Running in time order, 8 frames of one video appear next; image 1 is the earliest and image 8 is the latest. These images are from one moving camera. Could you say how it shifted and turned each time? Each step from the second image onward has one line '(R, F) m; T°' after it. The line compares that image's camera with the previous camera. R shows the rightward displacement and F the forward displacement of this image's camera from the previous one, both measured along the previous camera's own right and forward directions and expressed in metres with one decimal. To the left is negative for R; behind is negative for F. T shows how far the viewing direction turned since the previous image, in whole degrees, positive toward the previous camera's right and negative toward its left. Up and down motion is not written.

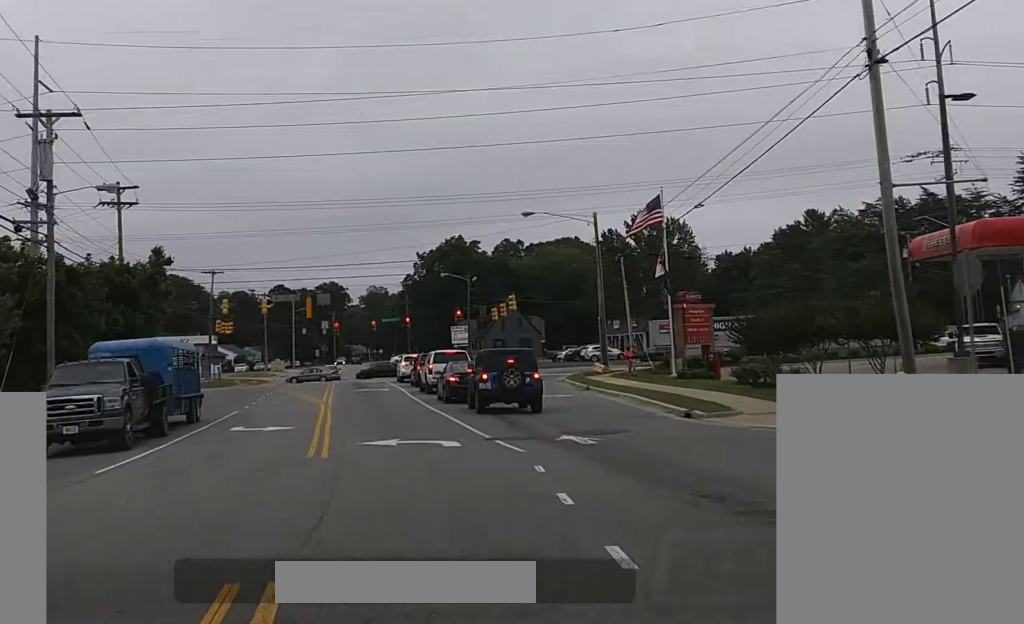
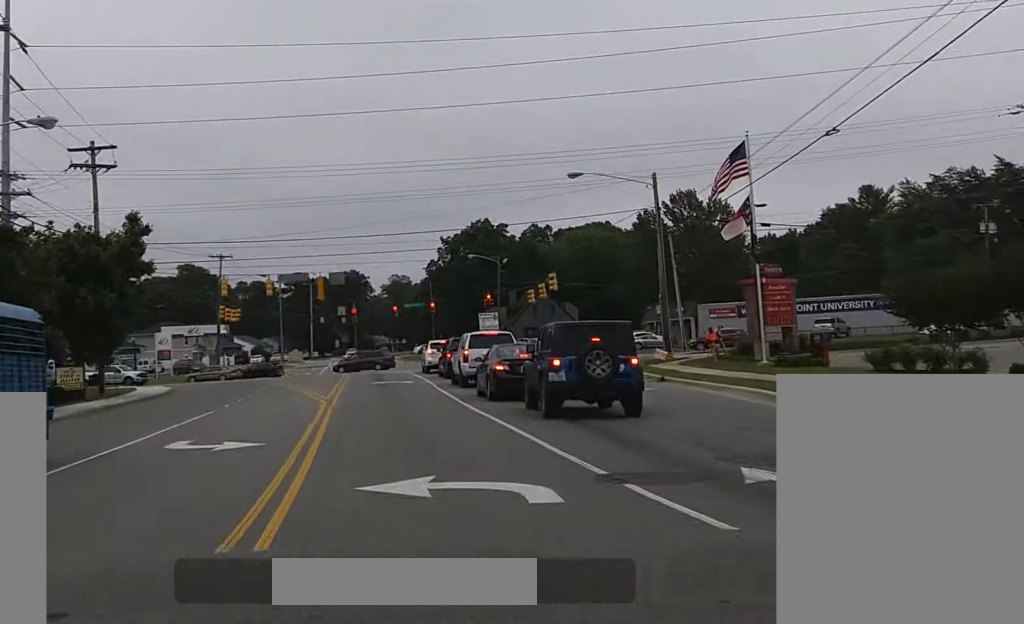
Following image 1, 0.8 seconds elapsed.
(-0.1, +9.8) m; -1°
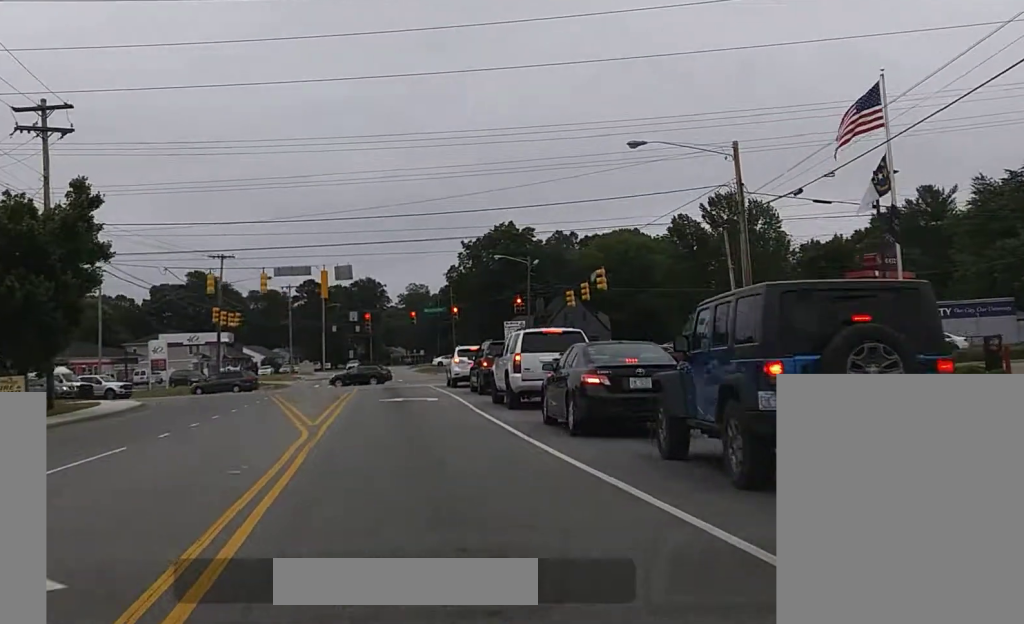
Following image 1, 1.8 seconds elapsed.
(-0.1, +10.8) m; -1°
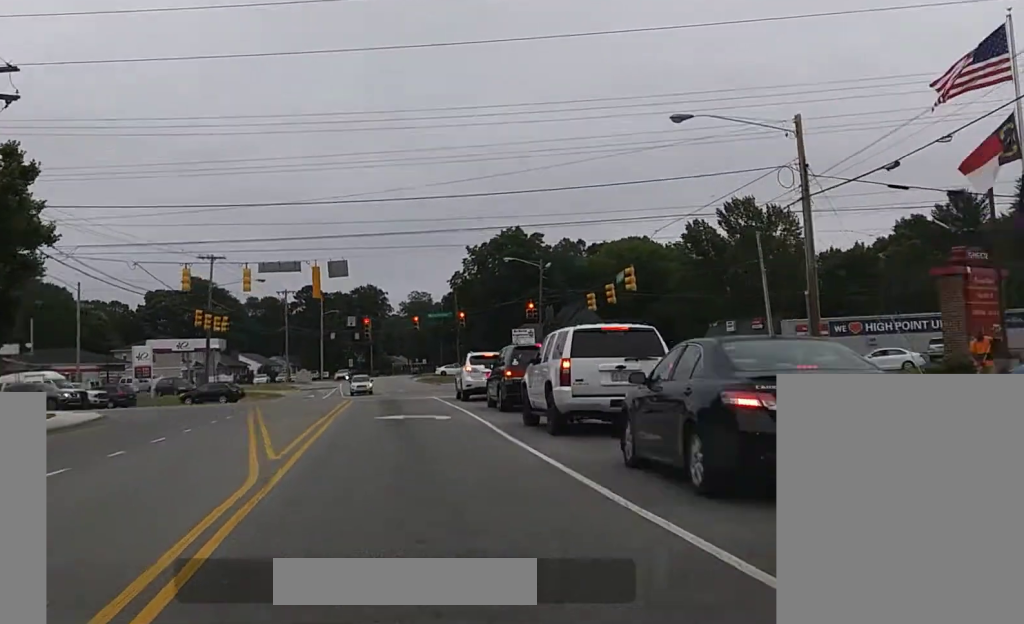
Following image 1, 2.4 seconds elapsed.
(0.0, +6.8) m; 0°
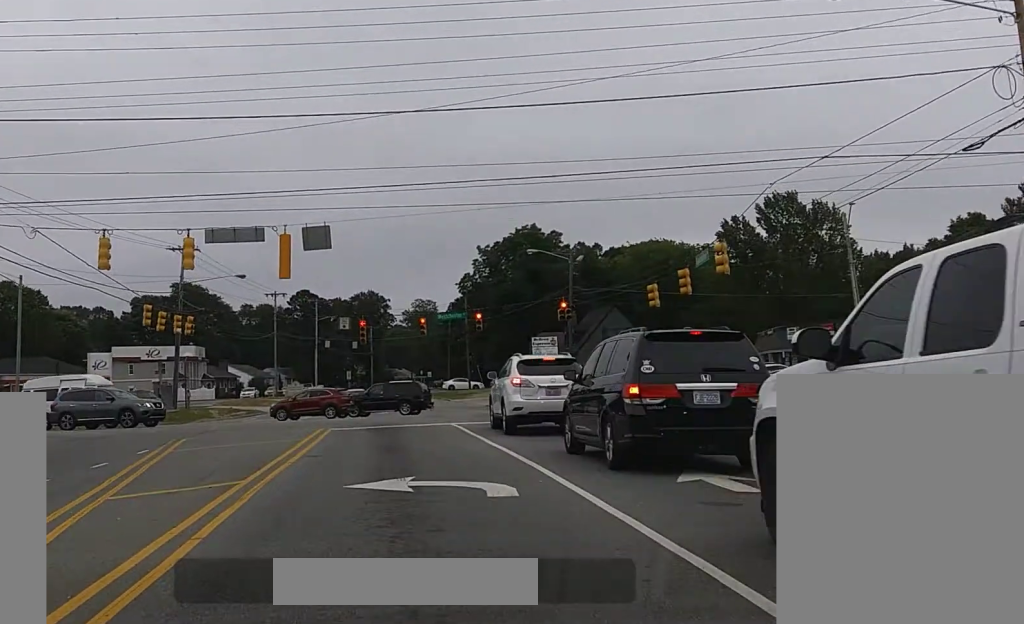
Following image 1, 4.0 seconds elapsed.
(0.0, +14.2) m; +3°
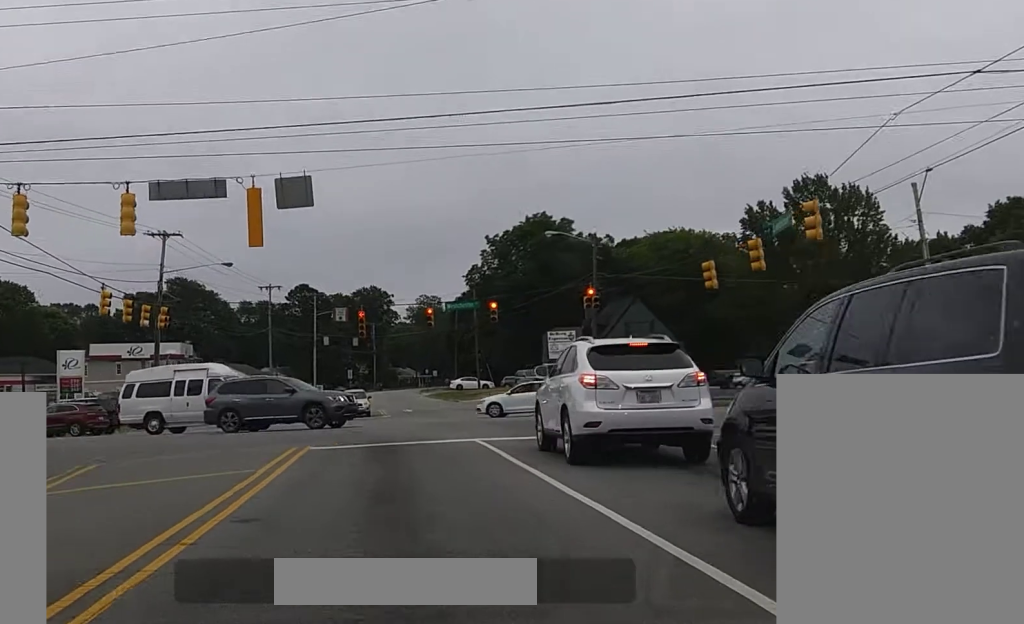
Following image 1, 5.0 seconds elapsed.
(+0.4, +7.5) m; +3°
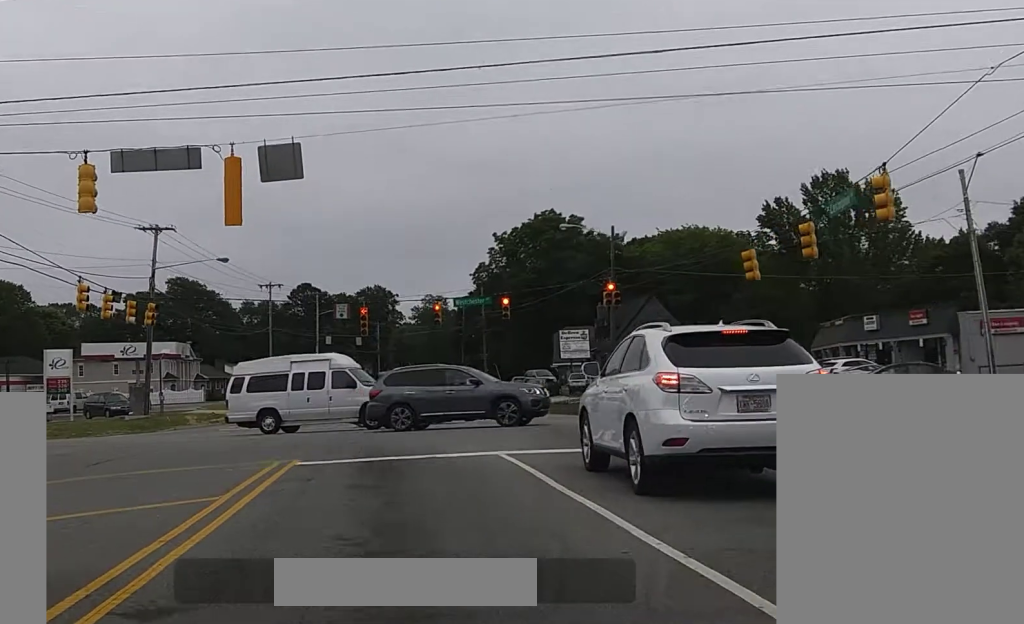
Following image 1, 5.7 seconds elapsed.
(+0.1, +4.3) m; -2°
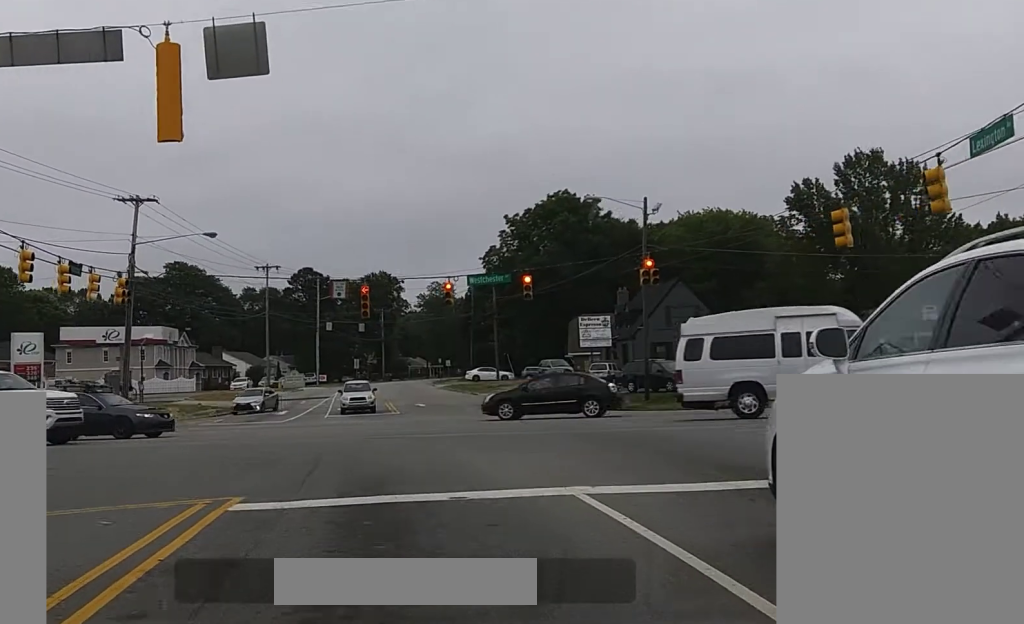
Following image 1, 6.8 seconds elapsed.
(-0.5, +5.5) m; -7°
